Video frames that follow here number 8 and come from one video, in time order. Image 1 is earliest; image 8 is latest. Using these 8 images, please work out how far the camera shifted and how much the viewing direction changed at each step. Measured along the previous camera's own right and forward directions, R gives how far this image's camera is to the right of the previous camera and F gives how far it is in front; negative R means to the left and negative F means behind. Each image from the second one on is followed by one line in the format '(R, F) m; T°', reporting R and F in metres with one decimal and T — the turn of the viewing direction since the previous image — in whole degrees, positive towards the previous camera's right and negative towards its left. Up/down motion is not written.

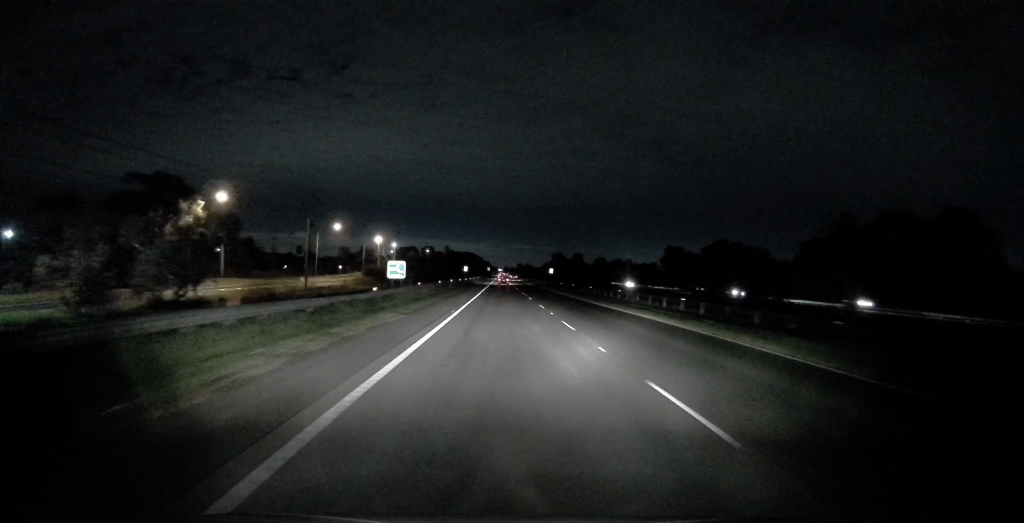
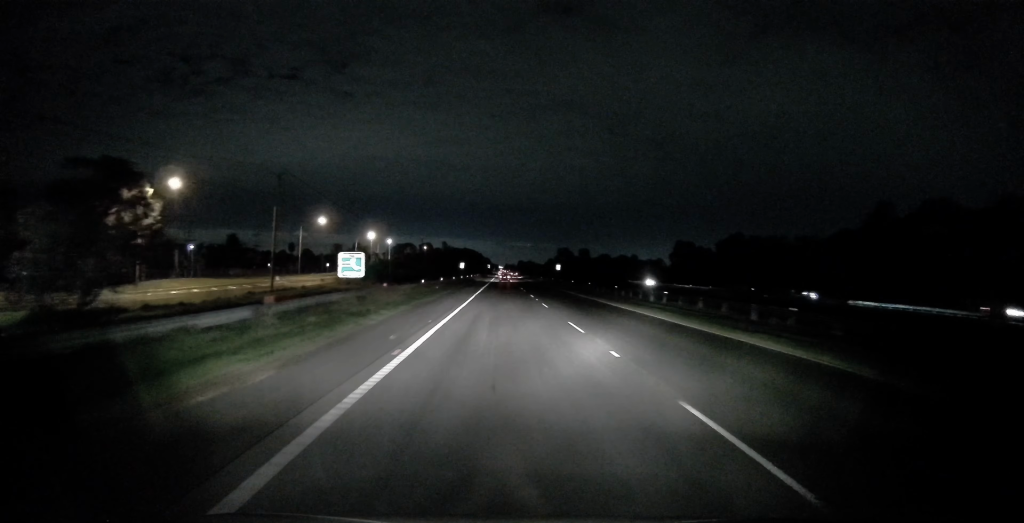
(+0.2, +13.6) m; 0°
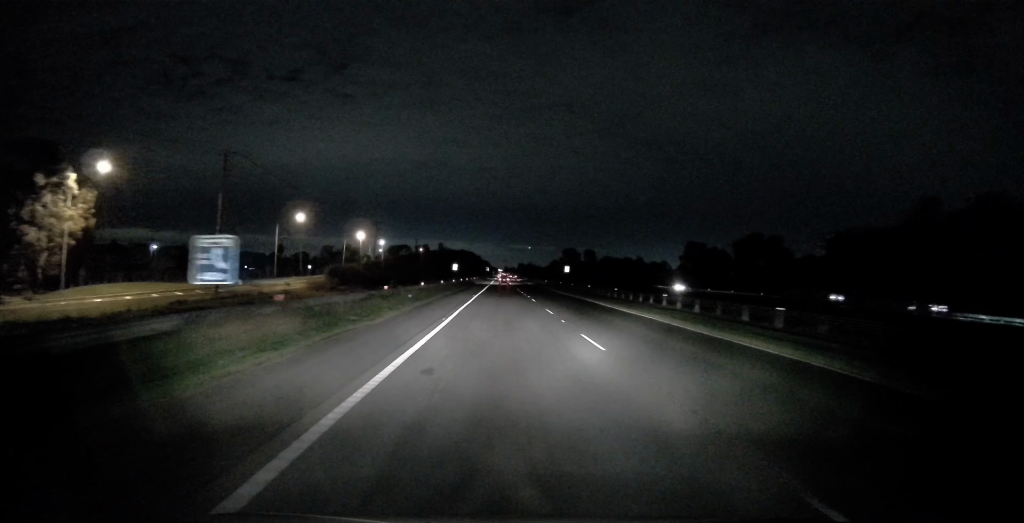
(-0.1, +15.0) m; 0°
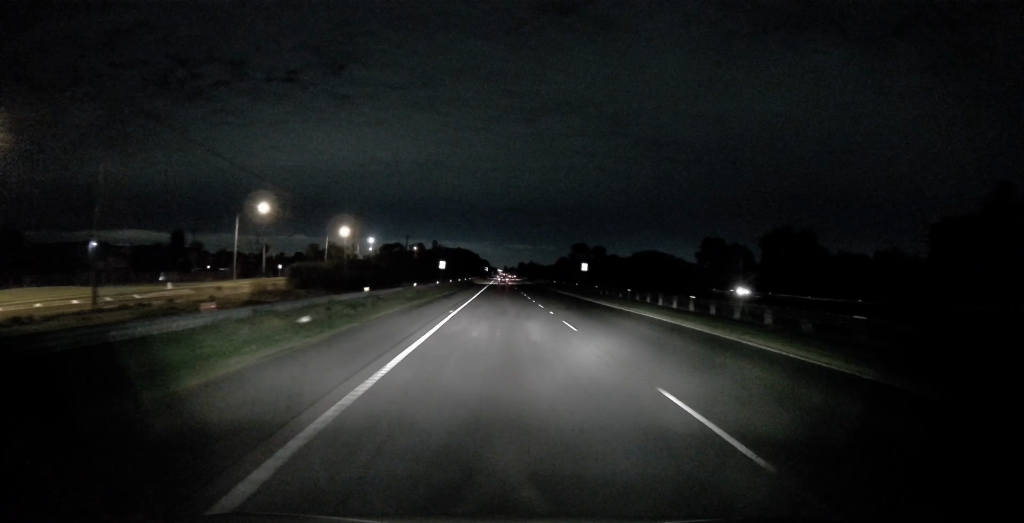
(-0.2, +19.7) m; 0°
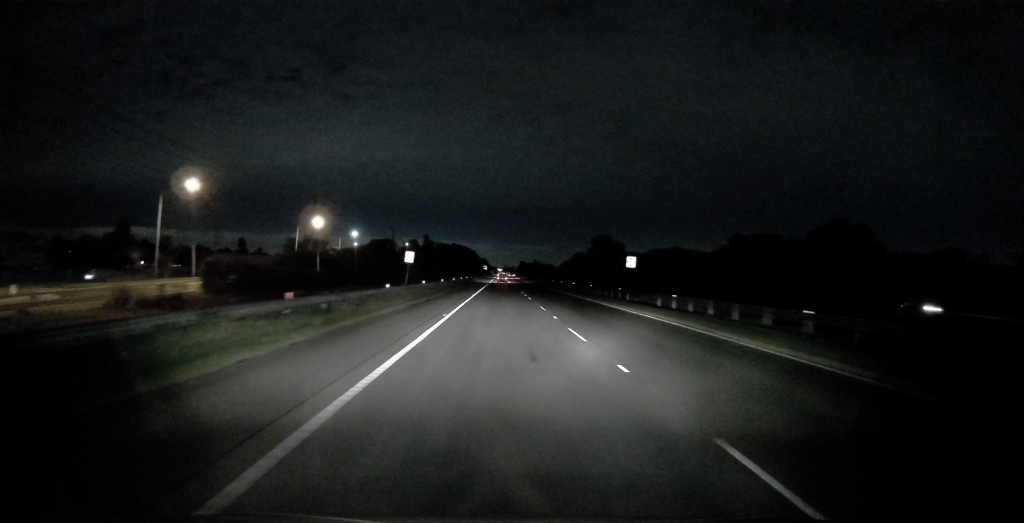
(+0.1, +26.0) m; 0°
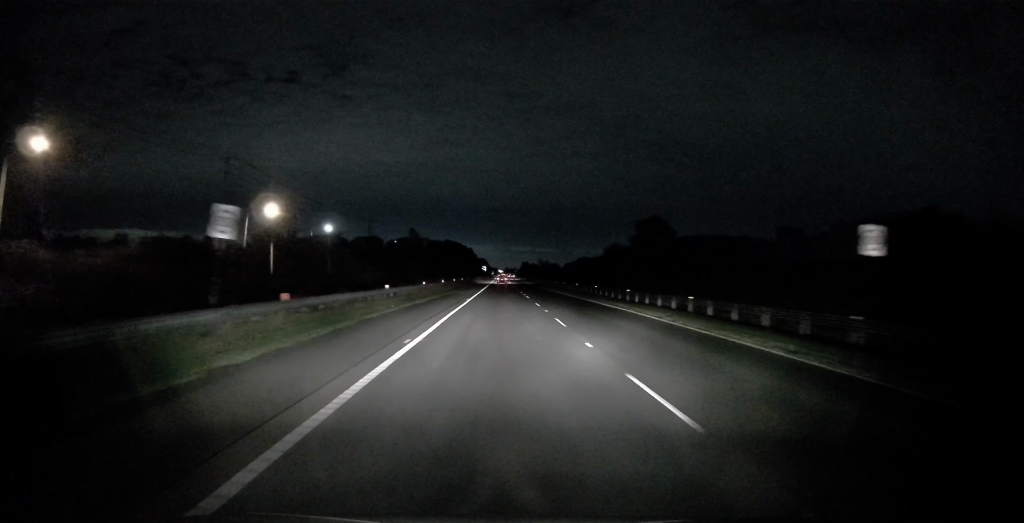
(-0.2, +31.7) m; +1°
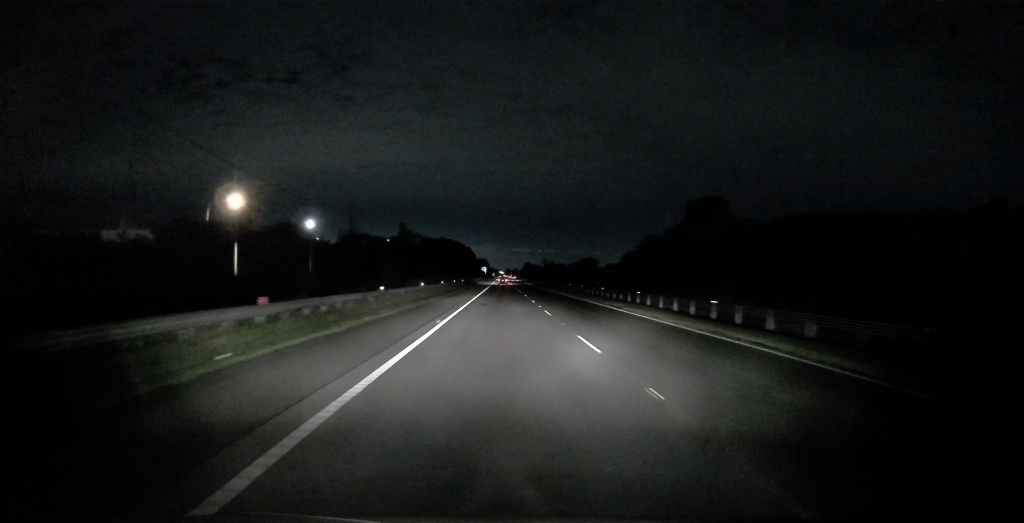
(+0.2, +17.6) m; 0°
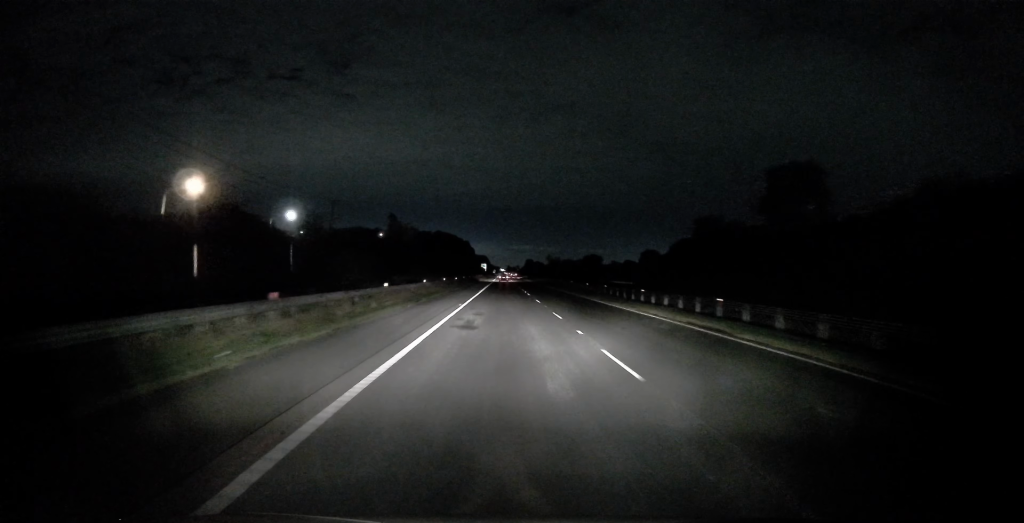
(+0.6, +15.3) m; -1°
